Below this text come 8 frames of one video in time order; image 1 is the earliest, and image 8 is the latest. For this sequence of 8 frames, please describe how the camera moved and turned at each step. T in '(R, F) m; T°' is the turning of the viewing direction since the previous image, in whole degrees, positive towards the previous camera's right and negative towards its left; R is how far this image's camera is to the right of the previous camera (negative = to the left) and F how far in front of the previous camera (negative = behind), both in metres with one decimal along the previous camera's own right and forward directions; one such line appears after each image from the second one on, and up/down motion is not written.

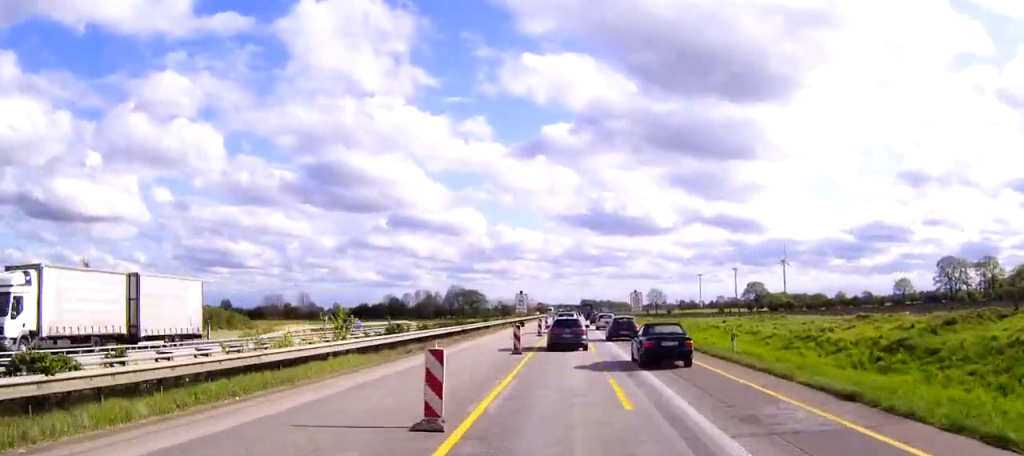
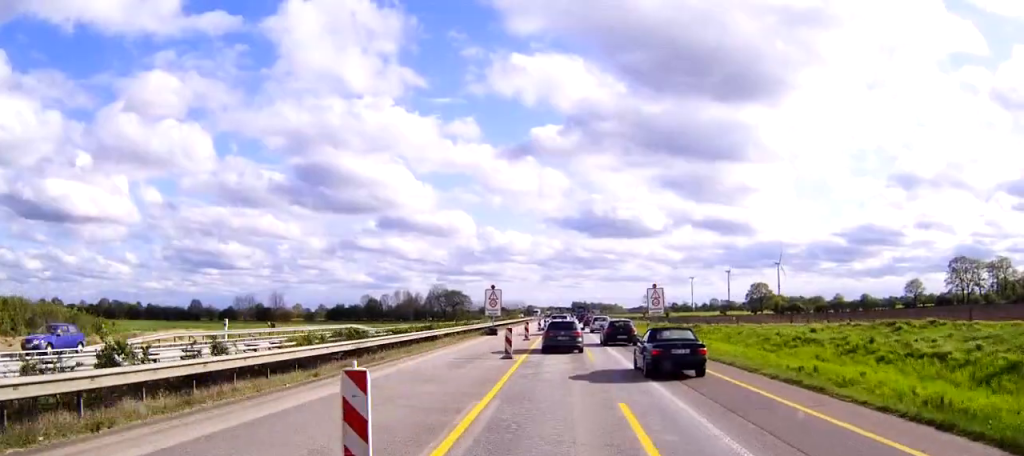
(+0.1, +22.2) m; 0°
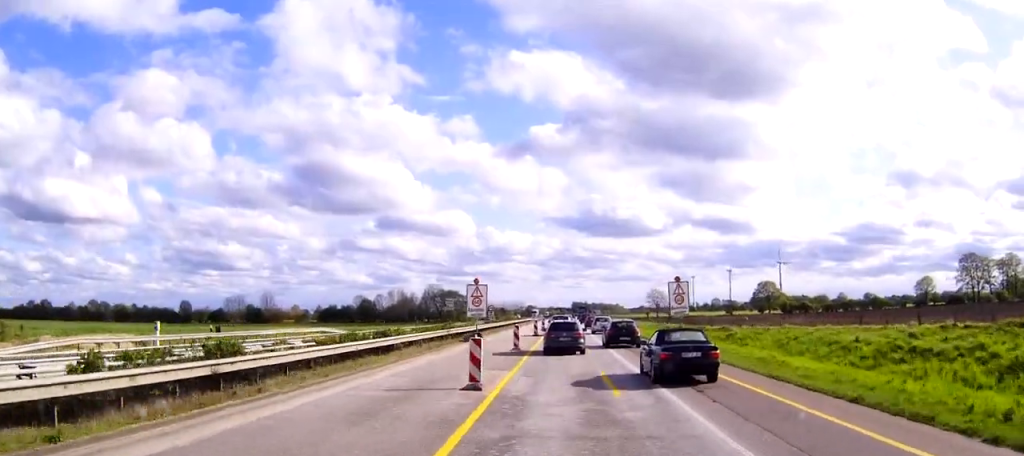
(0.0, +10.7) m; 0°
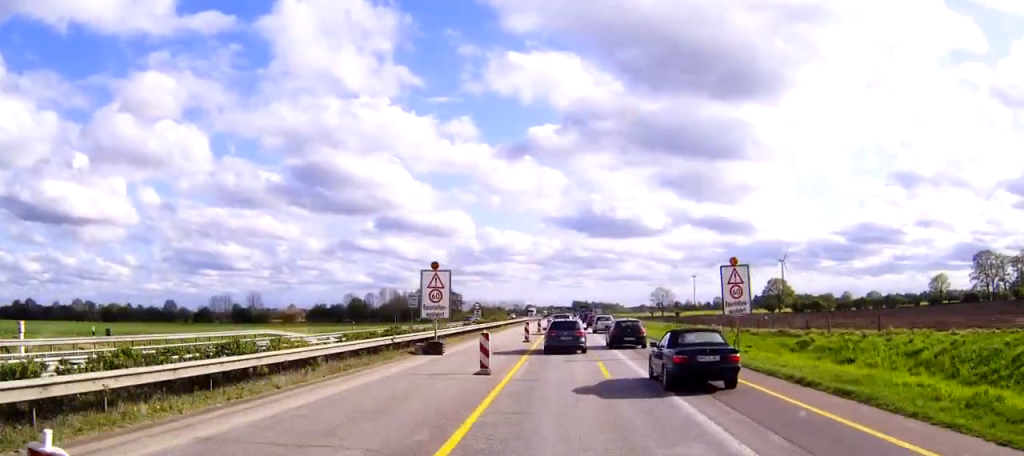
(0.0, +14.5) m; 0°
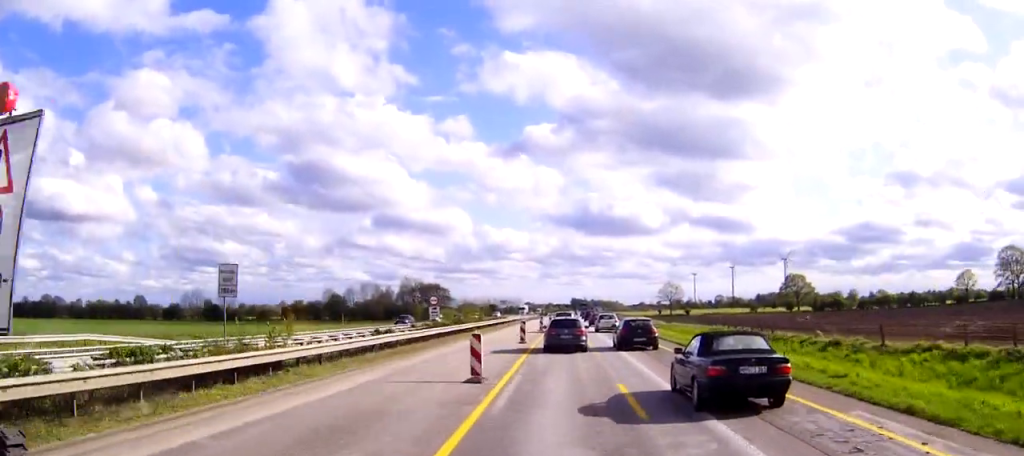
(0.0, +25.0) m; 0°
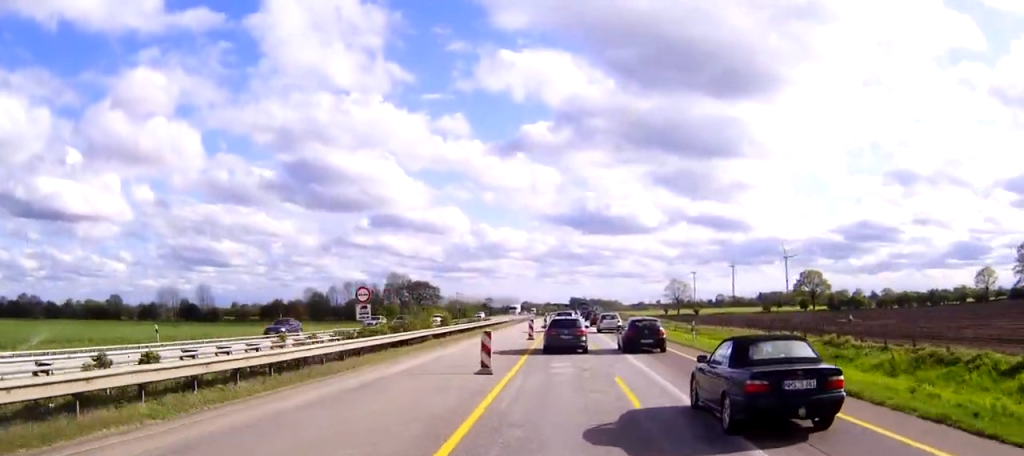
(0.0, +17.9) m; 0°
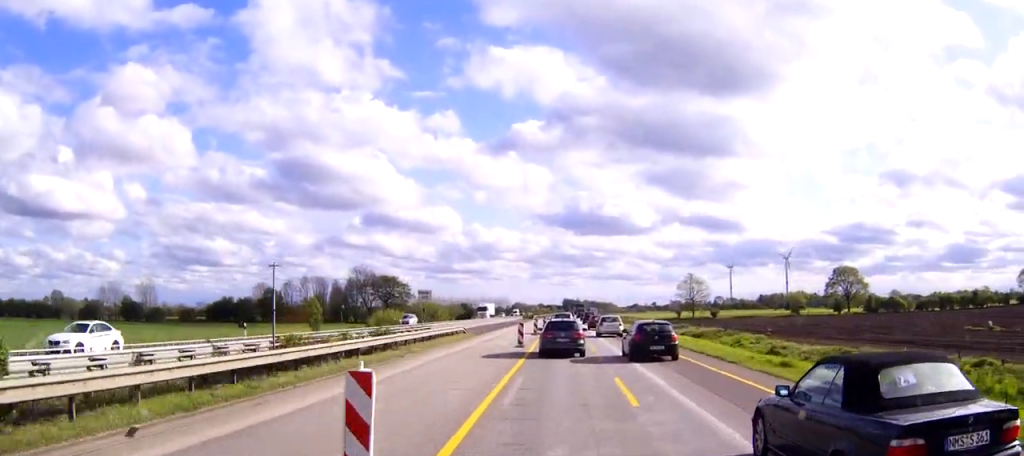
(+0.1, +35.8) m; 0°
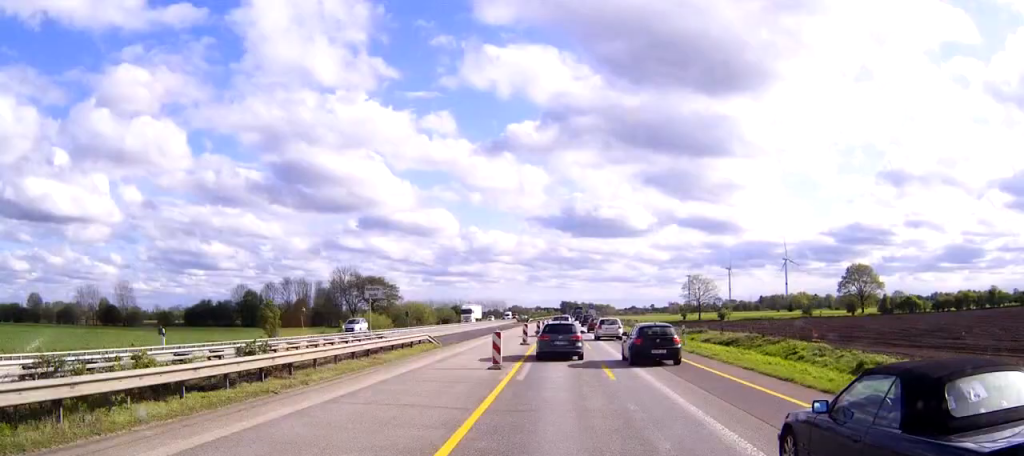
(0.0, +12.2) m; 0°
